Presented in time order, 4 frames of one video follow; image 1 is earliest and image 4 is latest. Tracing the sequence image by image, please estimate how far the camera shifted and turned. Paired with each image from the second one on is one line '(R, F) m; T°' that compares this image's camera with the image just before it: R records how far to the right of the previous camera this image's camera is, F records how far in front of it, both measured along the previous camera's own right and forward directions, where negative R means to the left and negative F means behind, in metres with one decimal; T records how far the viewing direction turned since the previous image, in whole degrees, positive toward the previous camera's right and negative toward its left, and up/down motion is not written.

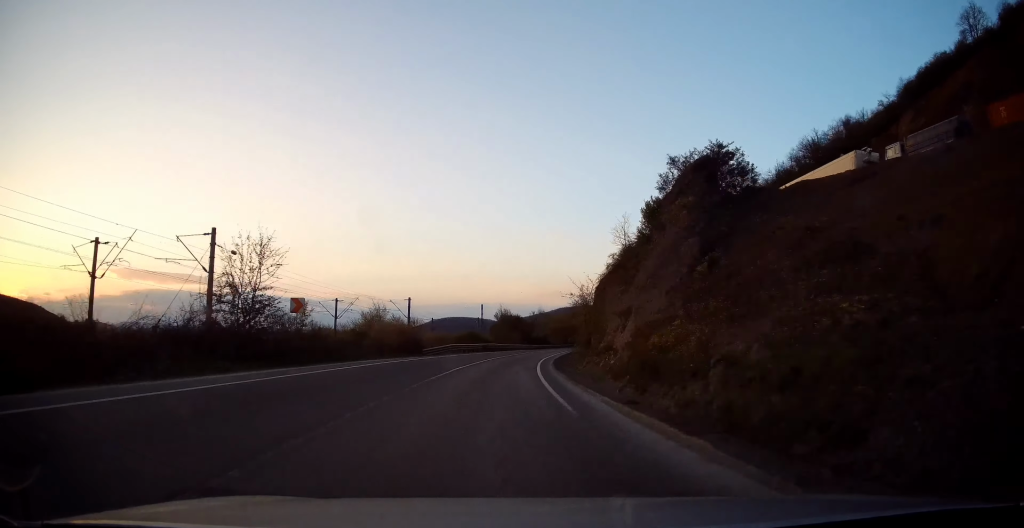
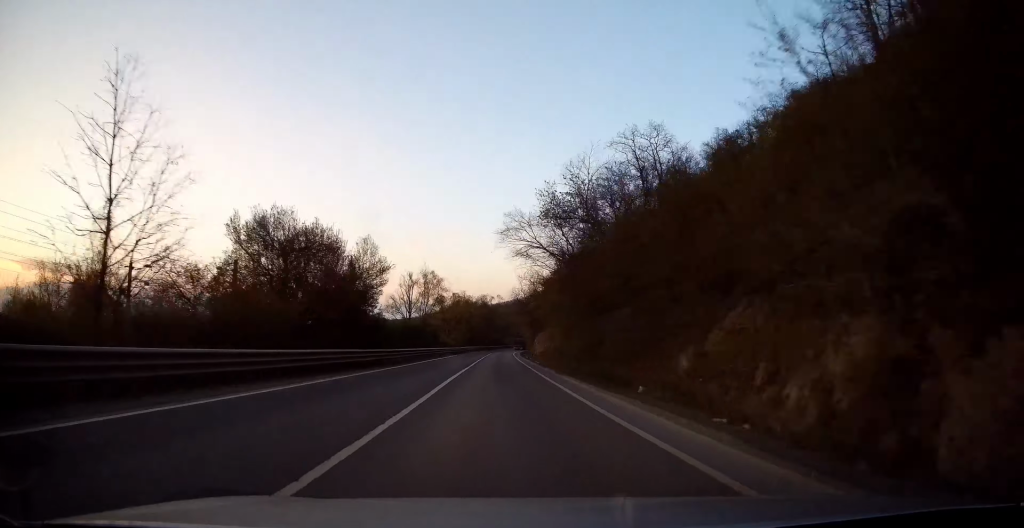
(+9.5, +79.5) m; +12°
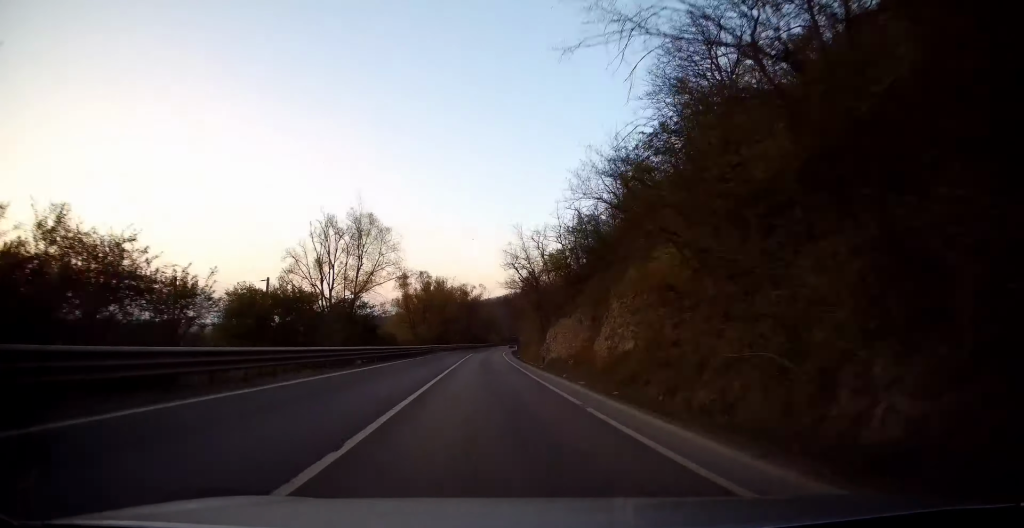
(+0.4, +27.8) m; +2°
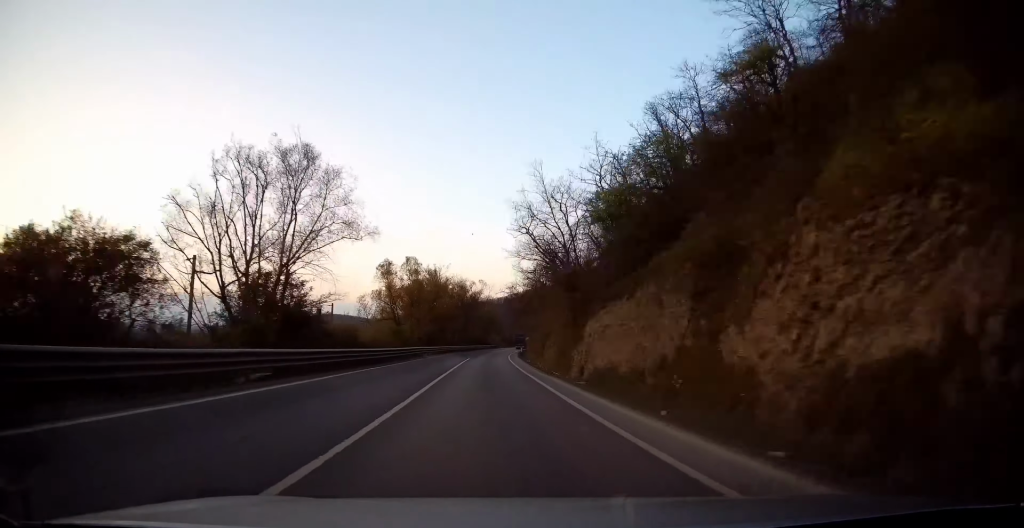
(+0.3, +13.9) m; +1°
